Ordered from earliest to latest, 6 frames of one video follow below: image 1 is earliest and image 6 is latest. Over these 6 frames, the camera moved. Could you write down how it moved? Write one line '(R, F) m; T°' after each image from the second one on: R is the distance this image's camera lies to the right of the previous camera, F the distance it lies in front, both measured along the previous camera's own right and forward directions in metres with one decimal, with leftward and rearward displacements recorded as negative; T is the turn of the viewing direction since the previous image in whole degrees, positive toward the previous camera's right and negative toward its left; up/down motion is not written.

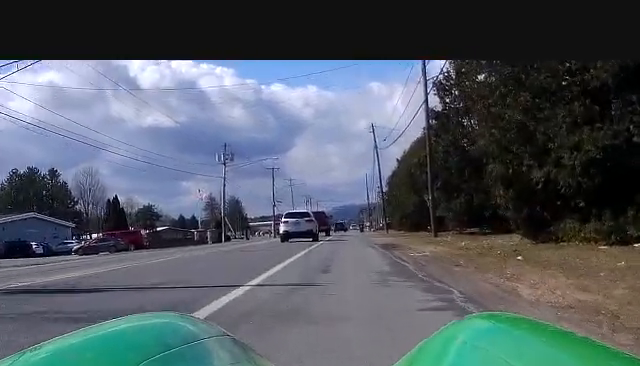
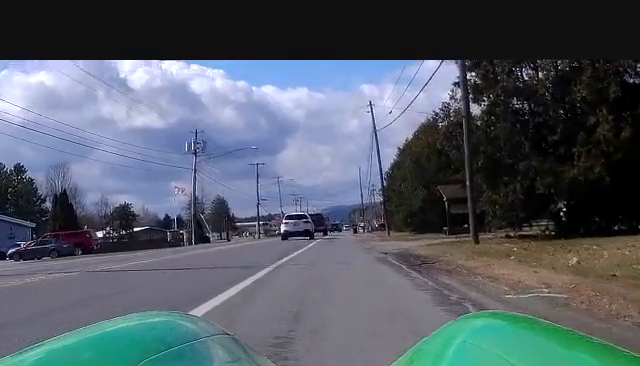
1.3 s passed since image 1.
(0.0, +12.8) m; 0°
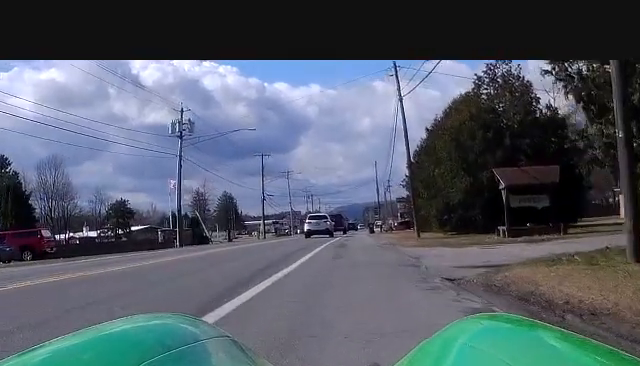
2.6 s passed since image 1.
(0.0, +12.6) m; 0°
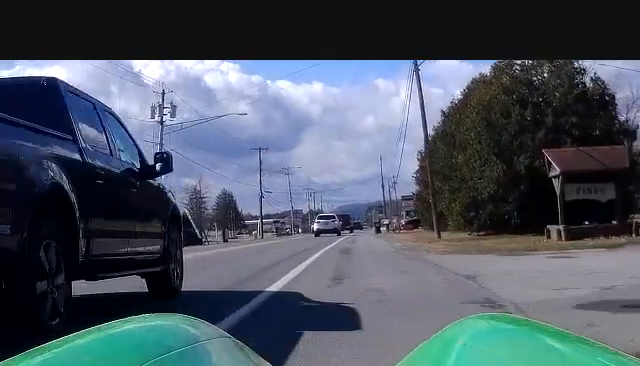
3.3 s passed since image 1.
(0.0, +7.6) m; -1°
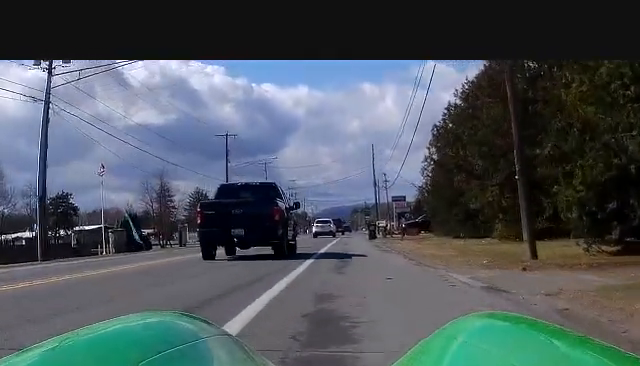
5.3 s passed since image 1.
(-0.1, +19.4) m; +3°
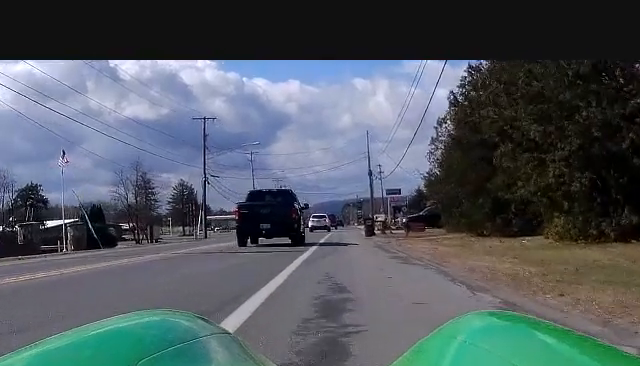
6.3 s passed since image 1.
(+0.4, +9.7) m; -1°
